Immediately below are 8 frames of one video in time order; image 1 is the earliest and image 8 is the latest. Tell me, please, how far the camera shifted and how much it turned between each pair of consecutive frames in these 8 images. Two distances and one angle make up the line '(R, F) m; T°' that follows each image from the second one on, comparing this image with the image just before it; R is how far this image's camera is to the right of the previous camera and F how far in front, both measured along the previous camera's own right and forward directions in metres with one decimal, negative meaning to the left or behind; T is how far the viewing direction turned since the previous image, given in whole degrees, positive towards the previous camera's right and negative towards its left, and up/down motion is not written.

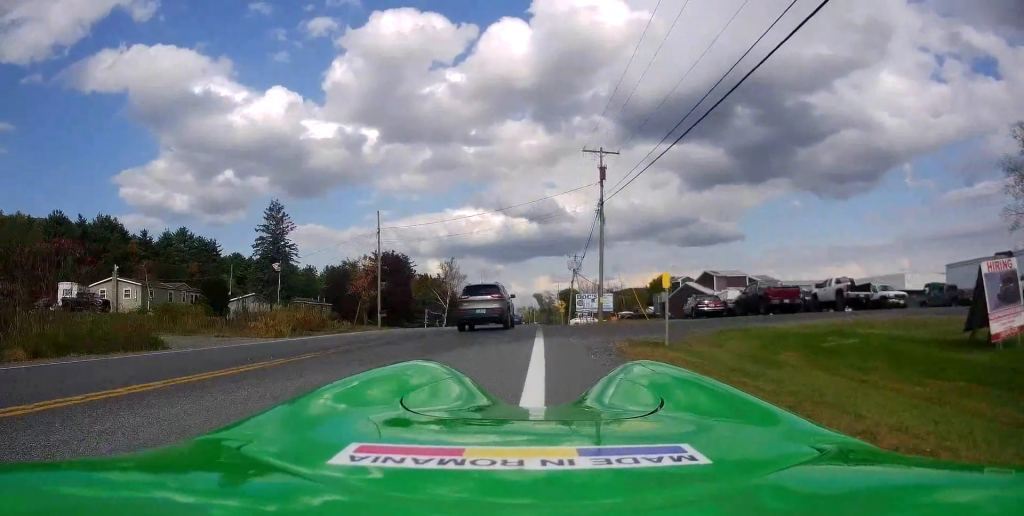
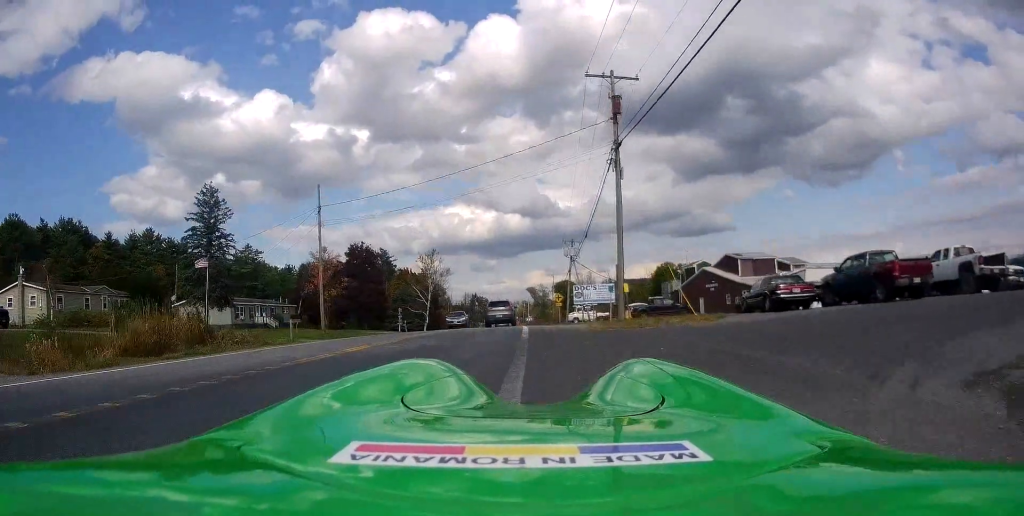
(-0.5, +12.7) m; +1°
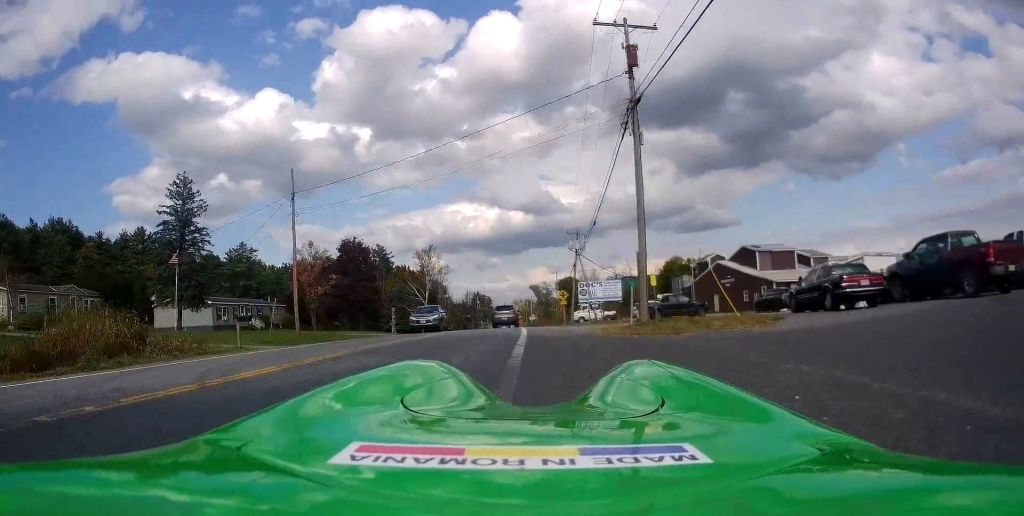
(+0.4, +5.2) m; +1°
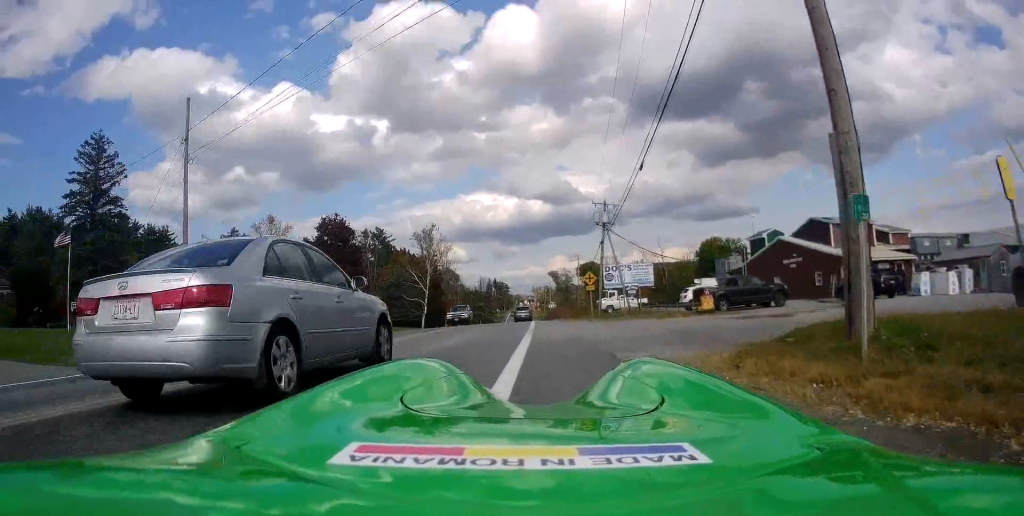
(0.0, +13.4) m; 0°
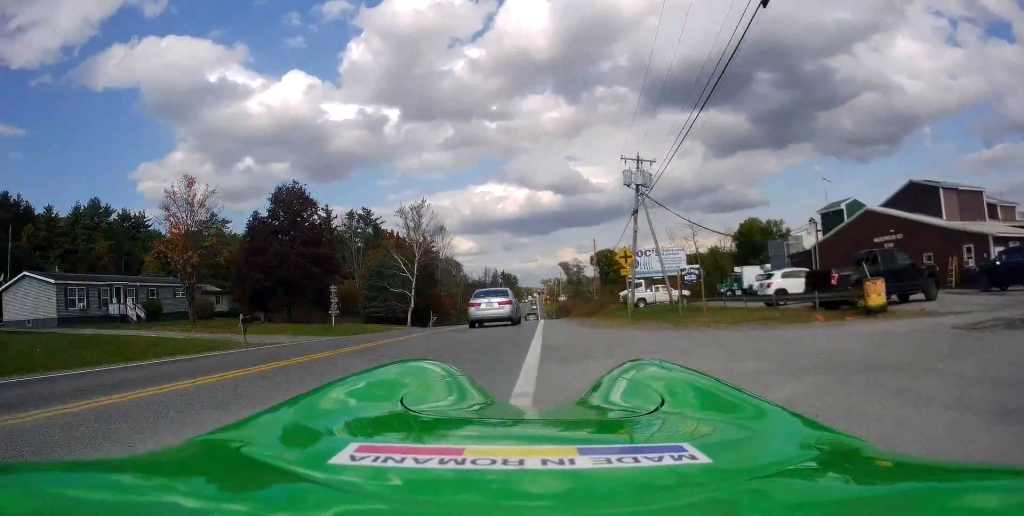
(+0.2, +14.1) m; -2°
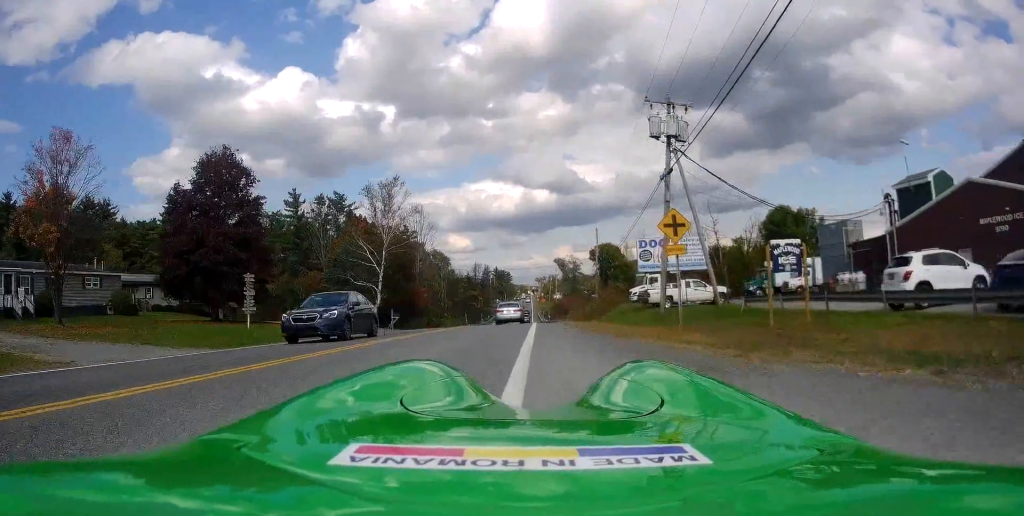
(-0.5, +11.6) m; -1°
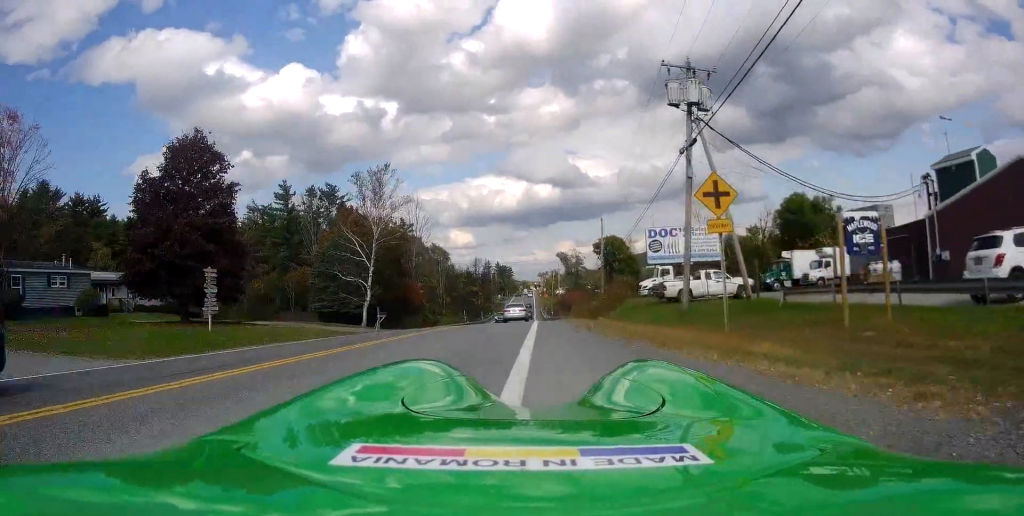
(+0.2, +3.9) m; 0°
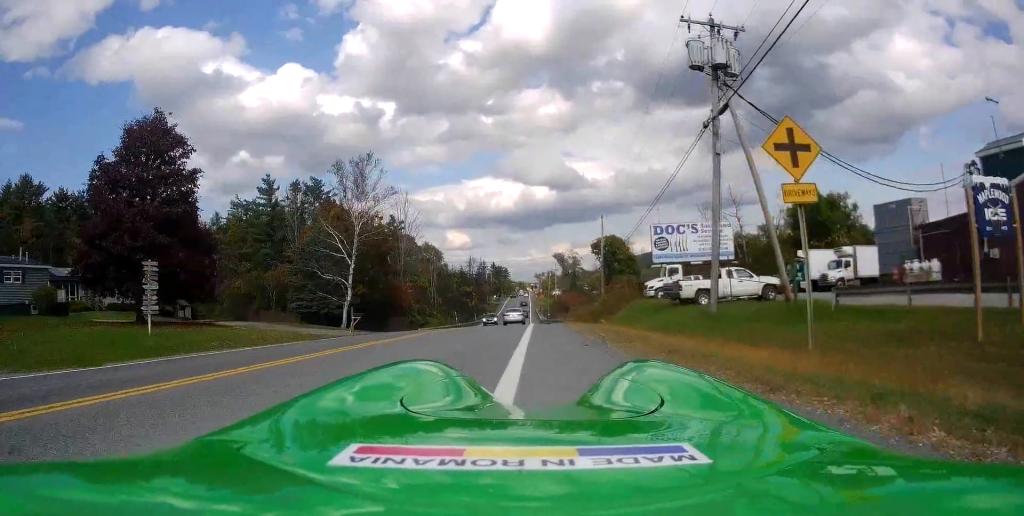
(+0.1, +4.2) m; 0°
